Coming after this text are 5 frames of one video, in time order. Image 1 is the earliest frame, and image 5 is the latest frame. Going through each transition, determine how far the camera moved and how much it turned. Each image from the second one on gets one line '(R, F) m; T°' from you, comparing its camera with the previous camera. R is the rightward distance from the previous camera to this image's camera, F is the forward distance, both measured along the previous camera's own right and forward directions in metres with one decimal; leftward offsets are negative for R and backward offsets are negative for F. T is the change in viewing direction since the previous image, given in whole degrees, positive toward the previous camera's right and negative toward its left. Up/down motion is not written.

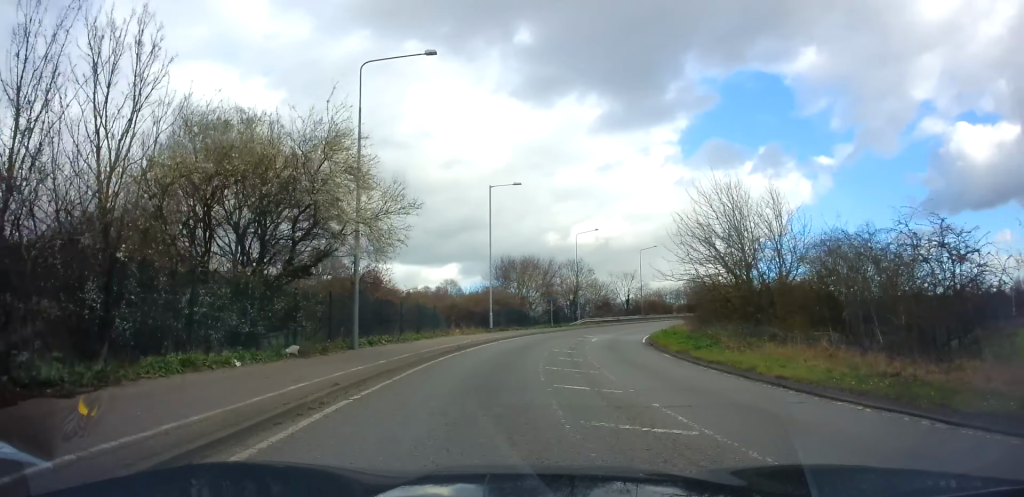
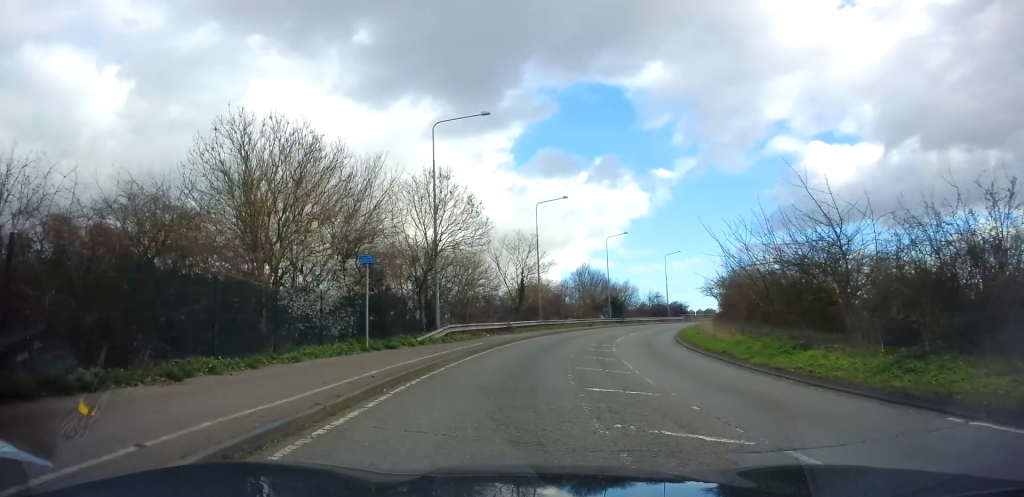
(+4.8, +35.6) m; +18°
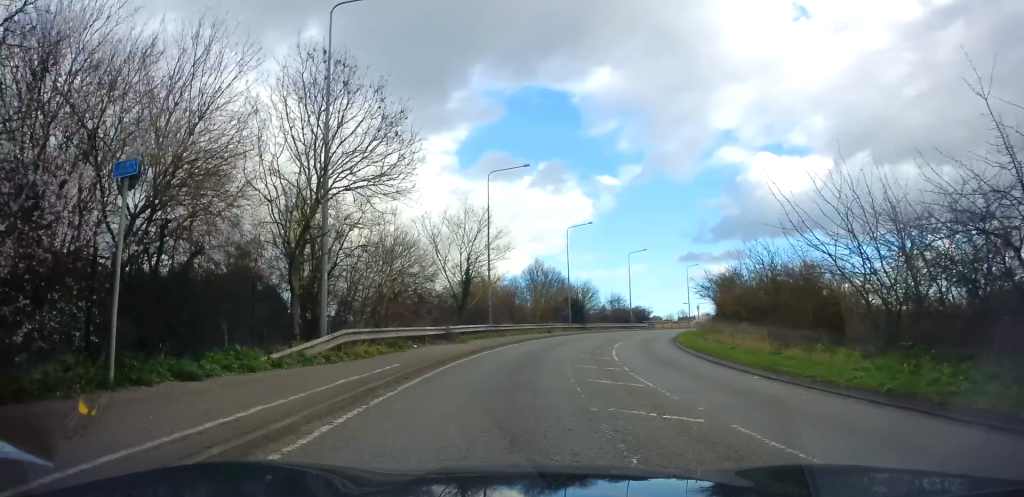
(+0.9, +10.4) m; +7°
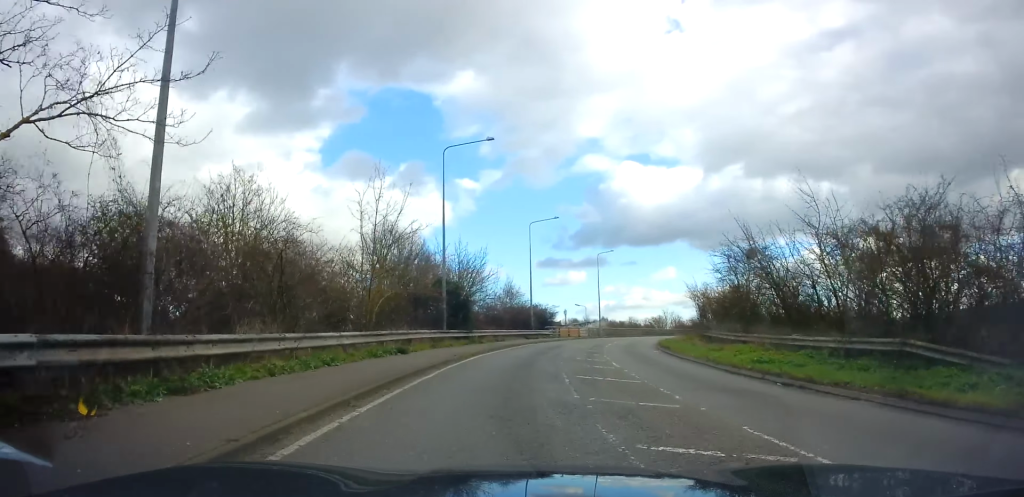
(+2.2, +25.6) m; +11°
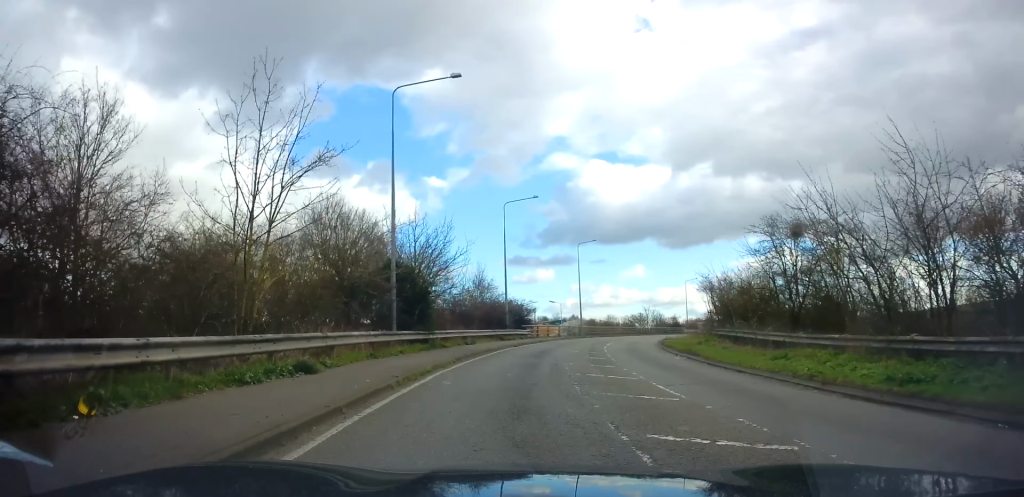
(+0.3, +7.4) m; +5°
